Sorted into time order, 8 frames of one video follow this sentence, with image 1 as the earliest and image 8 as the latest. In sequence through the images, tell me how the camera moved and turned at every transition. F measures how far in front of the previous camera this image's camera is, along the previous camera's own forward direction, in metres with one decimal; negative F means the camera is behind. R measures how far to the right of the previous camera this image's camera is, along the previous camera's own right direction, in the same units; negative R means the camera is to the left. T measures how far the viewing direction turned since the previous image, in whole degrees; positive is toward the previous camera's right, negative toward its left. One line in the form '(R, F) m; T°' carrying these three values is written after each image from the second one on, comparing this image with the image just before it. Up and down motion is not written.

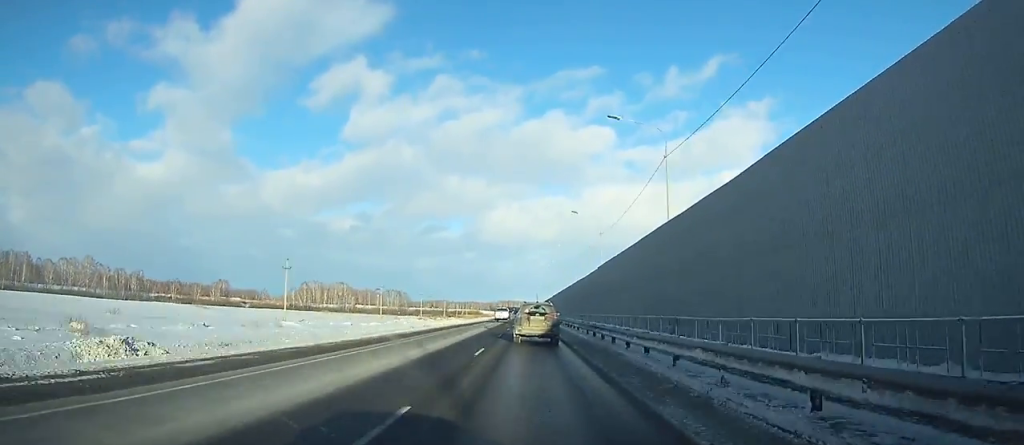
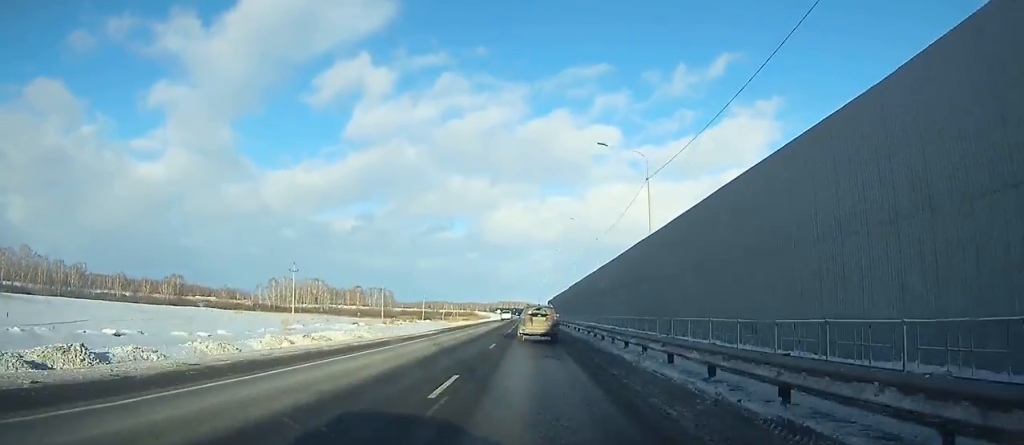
(+0.1, +56.0) m; 0°
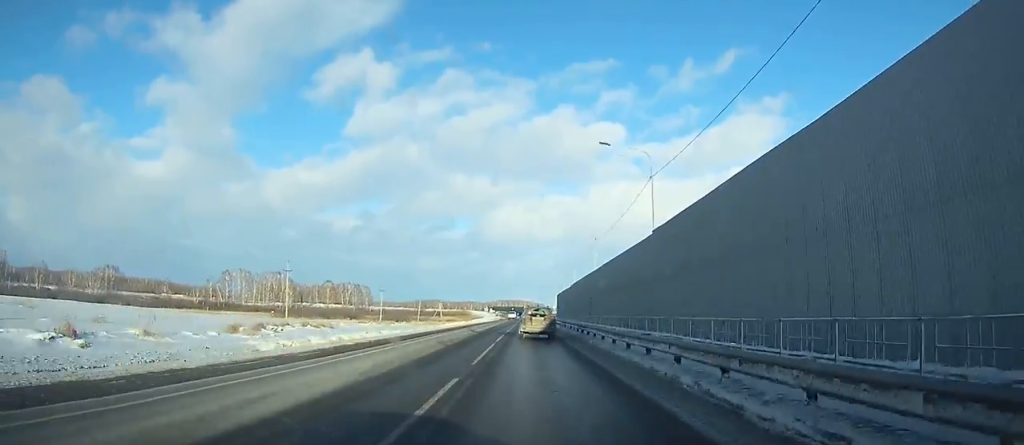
(+0.1, +60.2) m; 0°
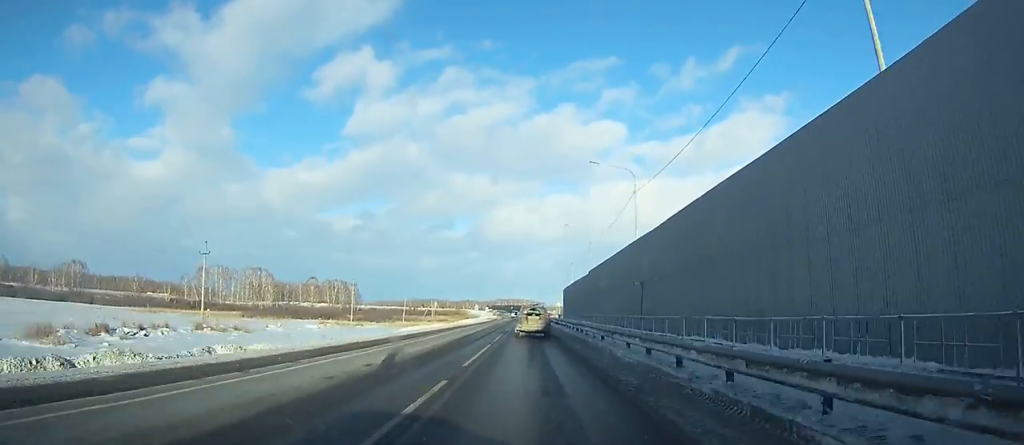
(0.0, +24.1) m; 0°
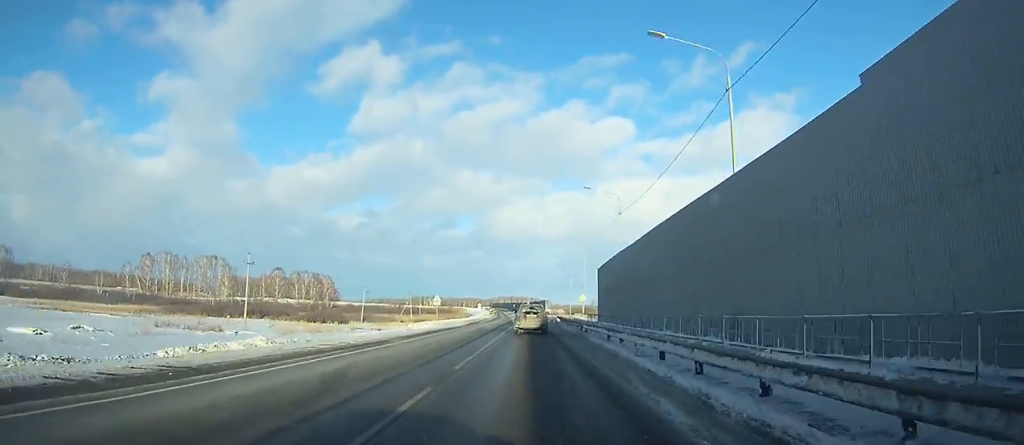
(-0.1, +48.8) m; 0°
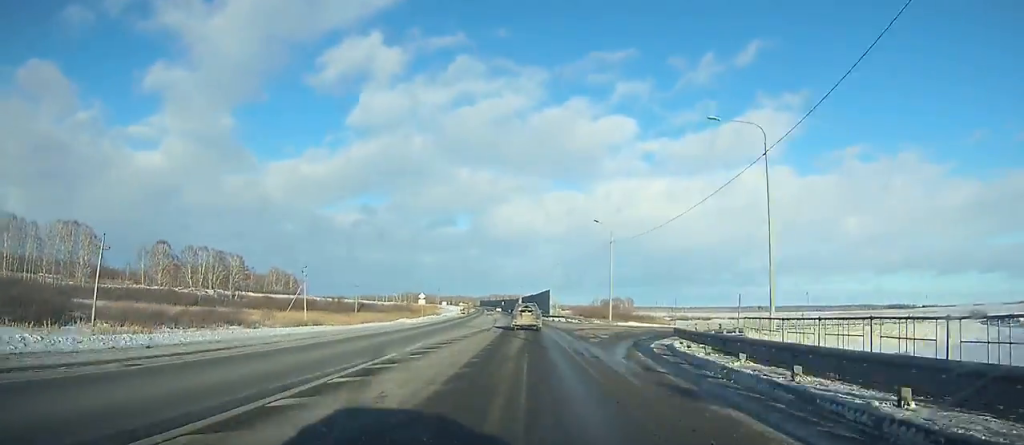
(-0.4, +84.5) m; 0°
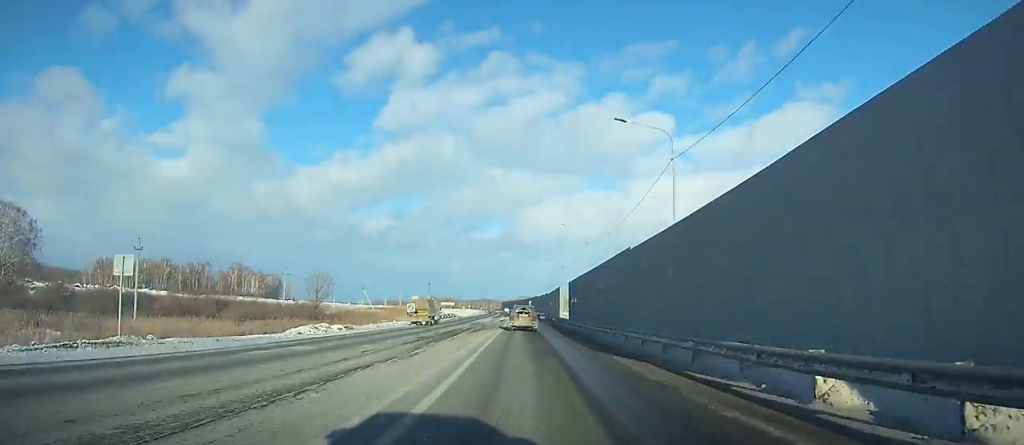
(-2.0, +107.8) m; -3°
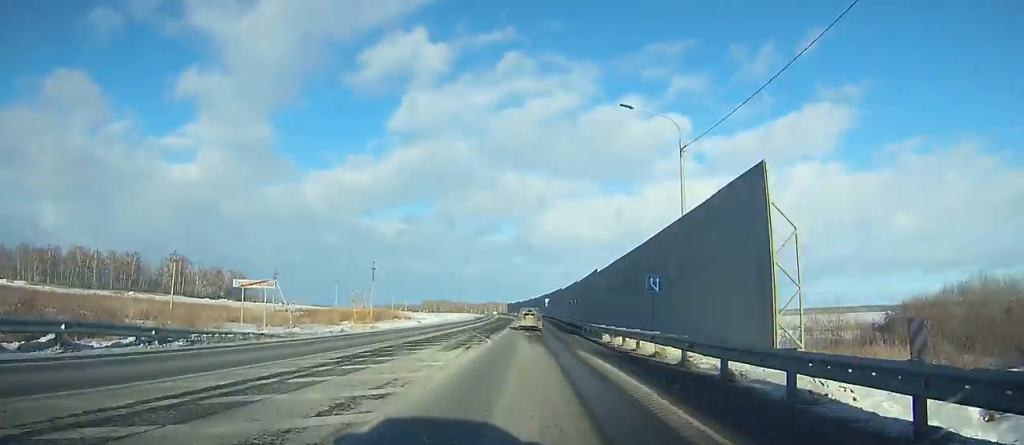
(-1.1, +79.9) m; -1°
